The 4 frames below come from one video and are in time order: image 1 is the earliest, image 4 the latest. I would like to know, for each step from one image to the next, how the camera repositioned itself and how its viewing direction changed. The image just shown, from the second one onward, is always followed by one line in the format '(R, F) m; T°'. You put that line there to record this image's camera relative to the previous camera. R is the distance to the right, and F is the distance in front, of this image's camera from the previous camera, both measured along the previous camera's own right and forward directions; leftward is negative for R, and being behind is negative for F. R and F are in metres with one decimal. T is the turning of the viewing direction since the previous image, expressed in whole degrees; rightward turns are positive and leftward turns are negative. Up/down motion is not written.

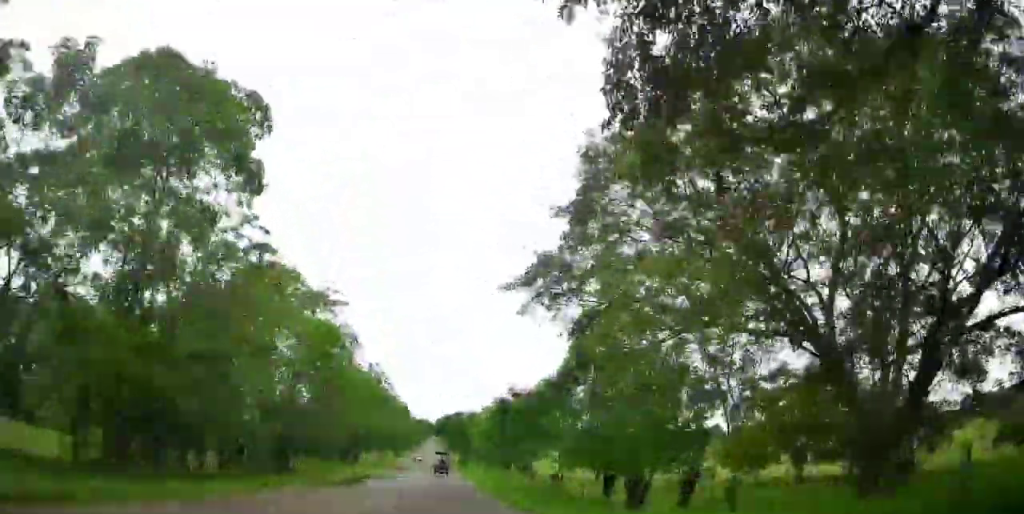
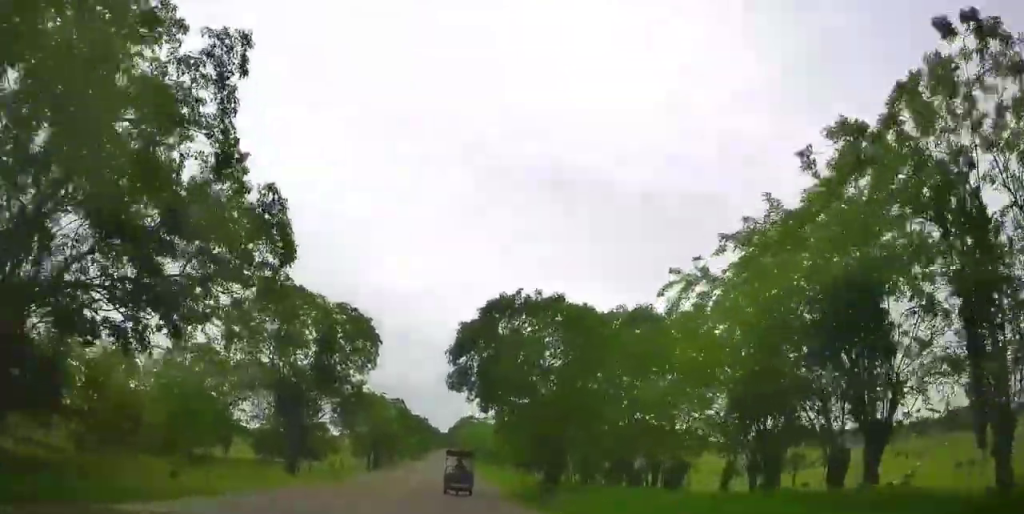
(+7.6, +111.9) m; +8°
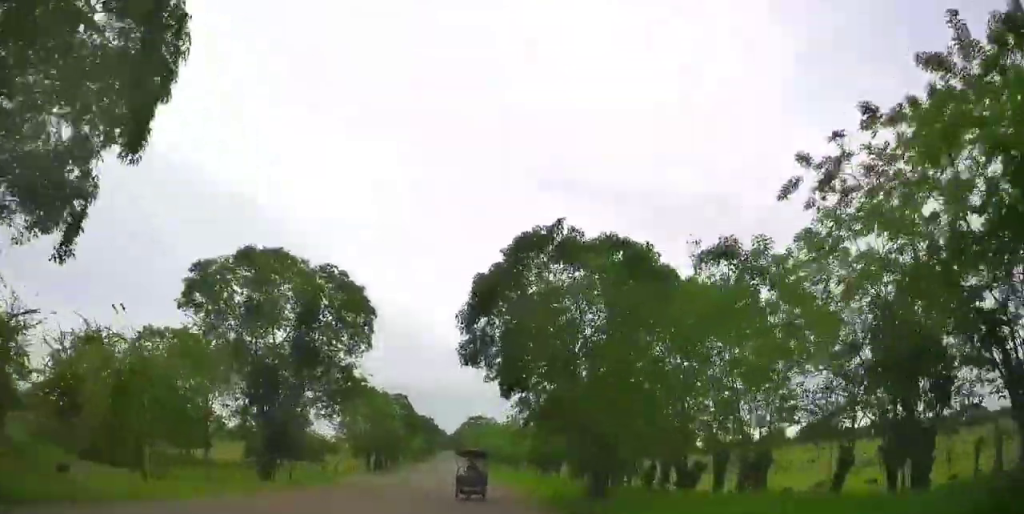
(0.0, +7.2) m; 0°
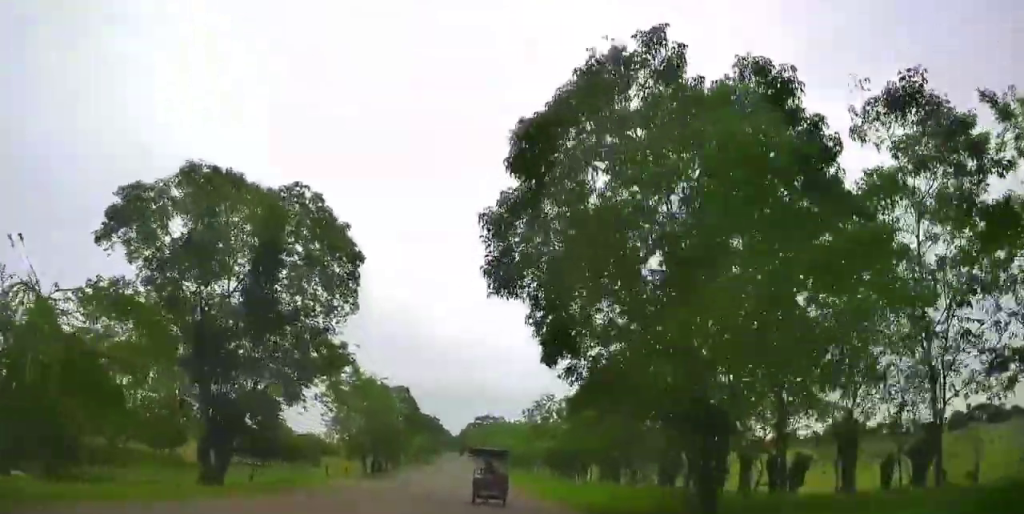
(0.0, +8.4) m; 0°
